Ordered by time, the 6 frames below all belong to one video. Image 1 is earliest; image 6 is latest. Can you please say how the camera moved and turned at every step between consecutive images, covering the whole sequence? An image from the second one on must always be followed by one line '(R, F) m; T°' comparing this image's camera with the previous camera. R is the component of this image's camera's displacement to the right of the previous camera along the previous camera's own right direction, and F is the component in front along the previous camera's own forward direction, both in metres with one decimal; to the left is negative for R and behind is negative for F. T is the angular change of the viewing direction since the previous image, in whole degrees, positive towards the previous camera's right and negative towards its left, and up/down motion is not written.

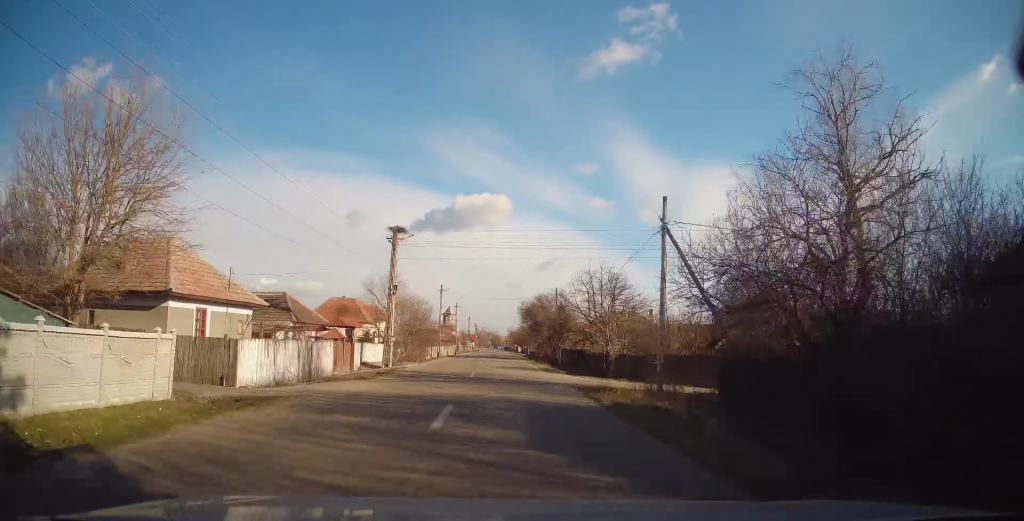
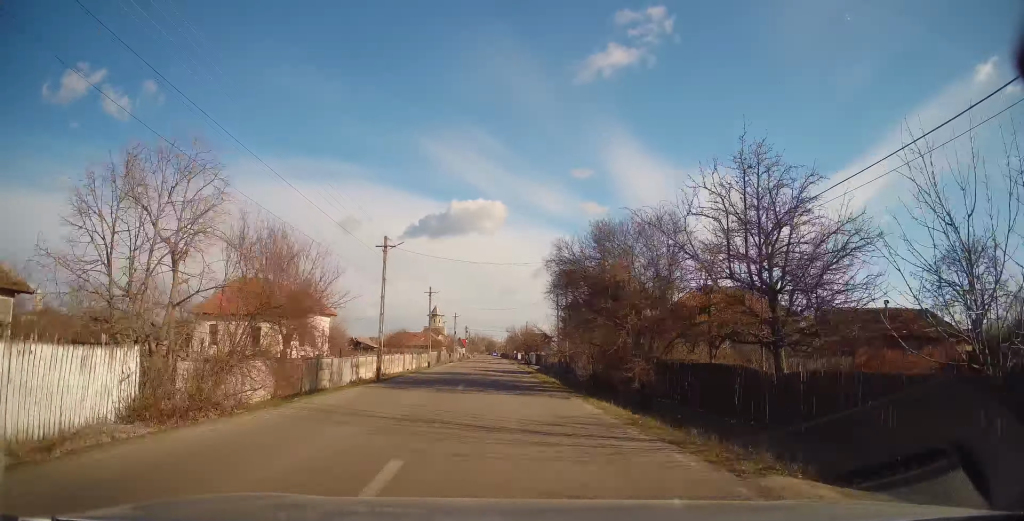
(0.0, +29.2) m; 0°
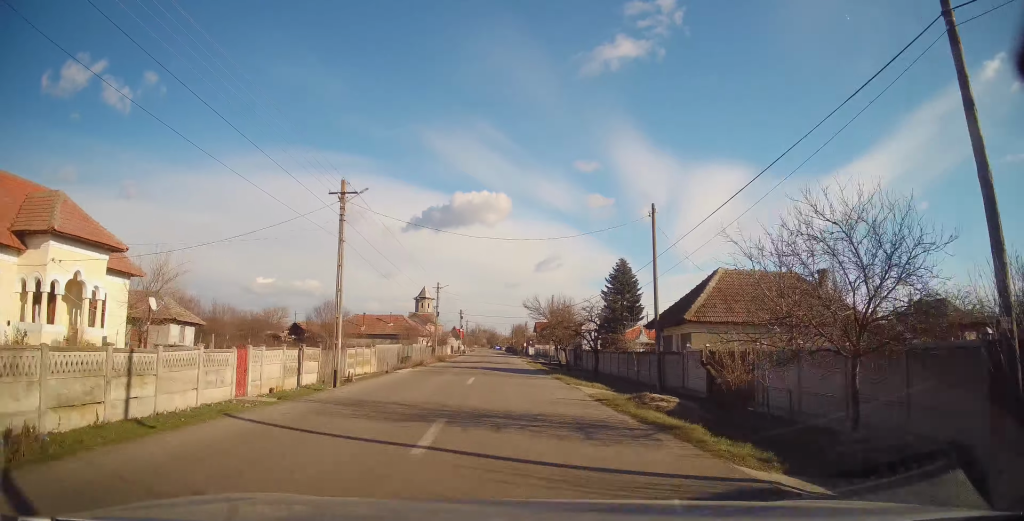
(+0.5, +32.6) m; +2°
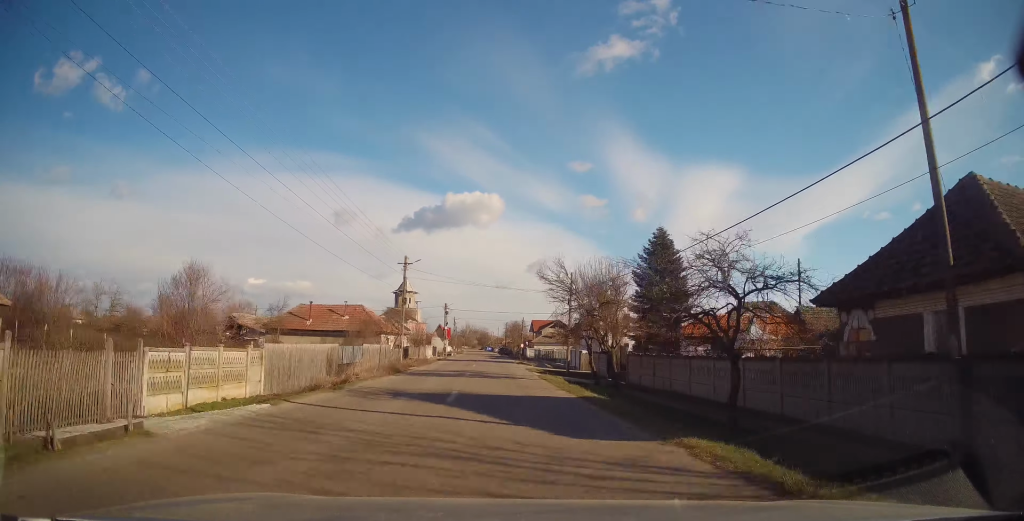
(+0.1, +17.1) m; -1°
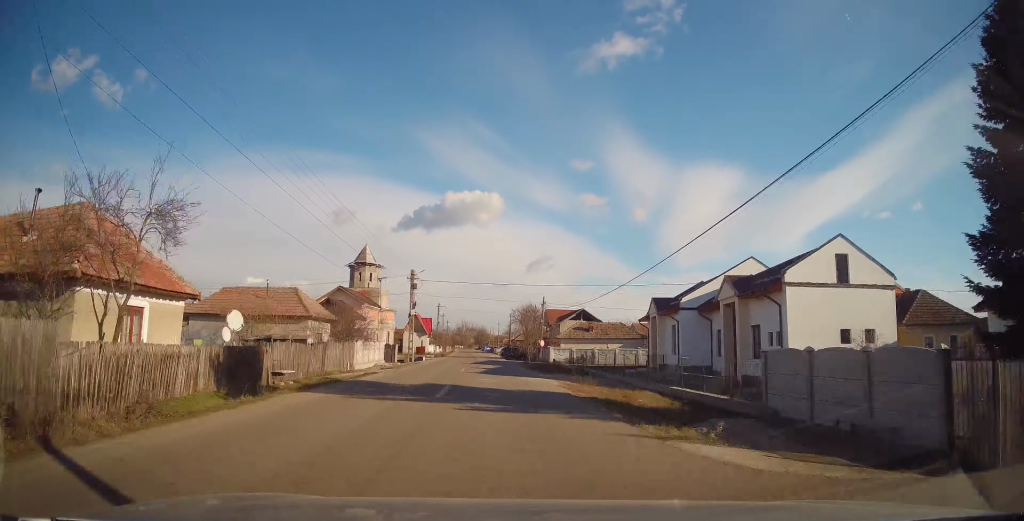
(0.0, +34.8) m; +1°
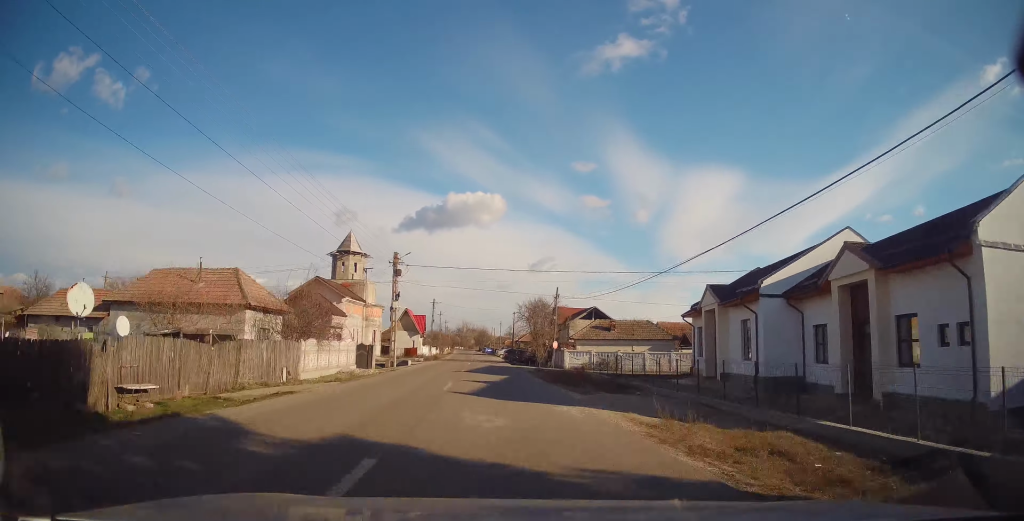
(+0.1, +9.7) m; 0°
